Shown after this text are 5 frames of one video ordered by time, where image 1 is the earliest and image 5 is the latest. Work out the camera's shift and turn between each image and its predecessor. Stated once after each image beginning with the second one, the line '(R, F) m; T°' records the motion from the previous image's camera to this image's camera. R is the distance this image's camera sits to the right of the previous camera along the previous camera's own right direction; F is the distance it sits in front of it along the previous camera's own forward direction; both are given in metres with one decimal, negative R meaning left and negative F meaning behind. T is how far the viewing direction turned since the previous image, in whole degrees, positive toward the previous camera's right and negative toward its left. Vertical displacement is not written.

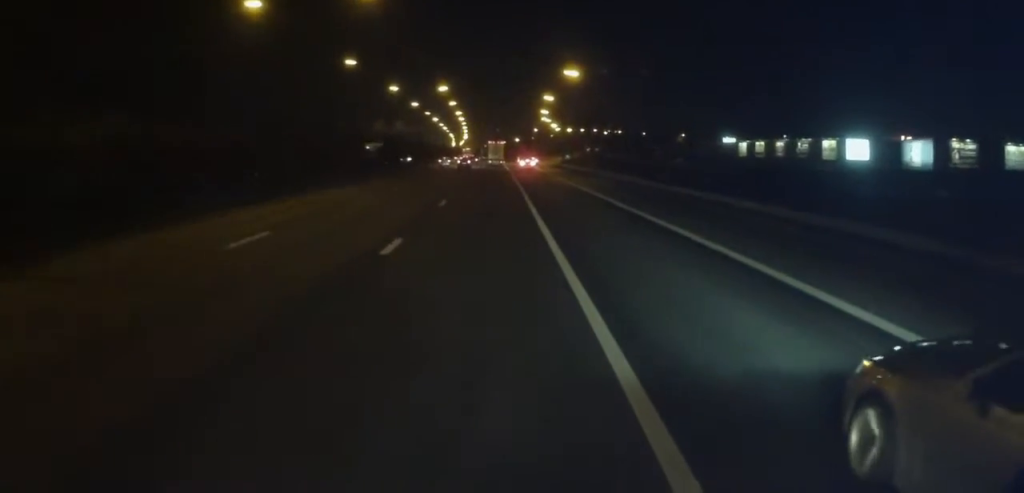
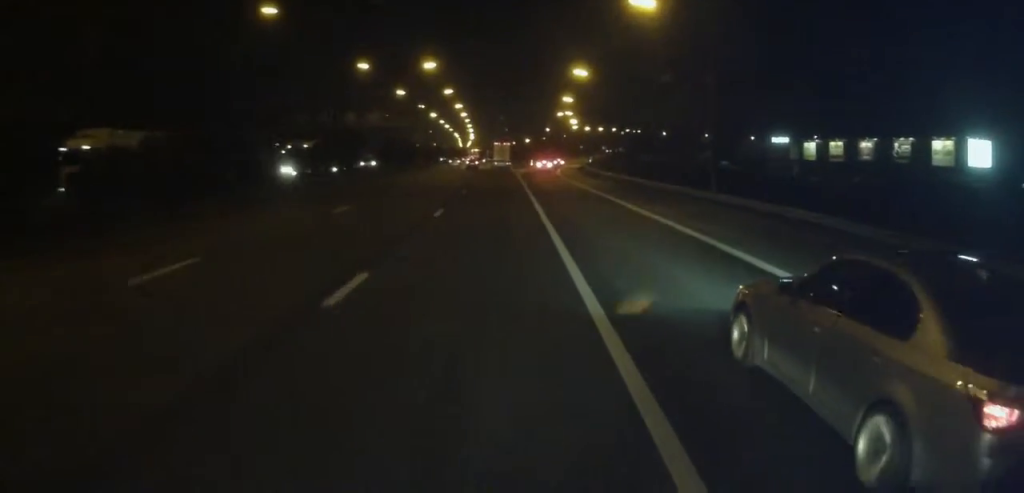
(+0.1, +28.9) m; 0°
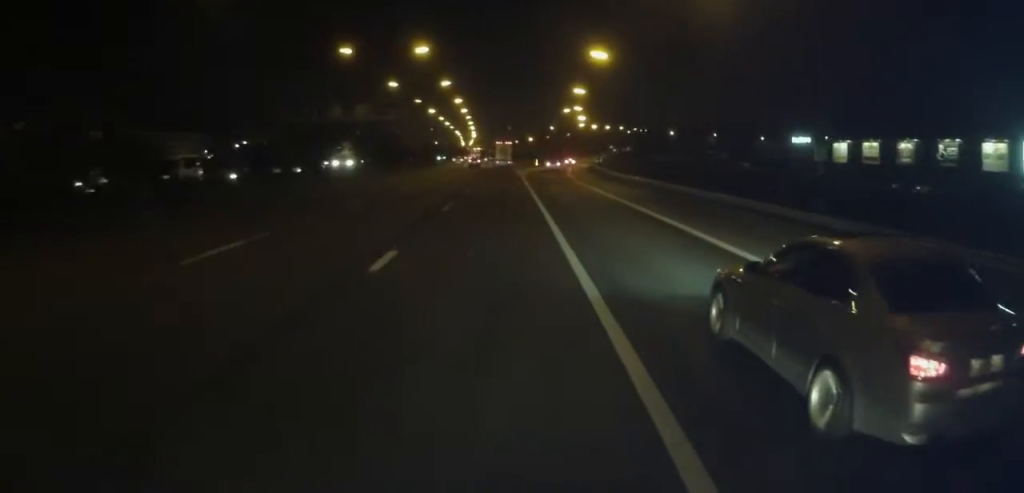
(0.0, +10.1) m; 0°
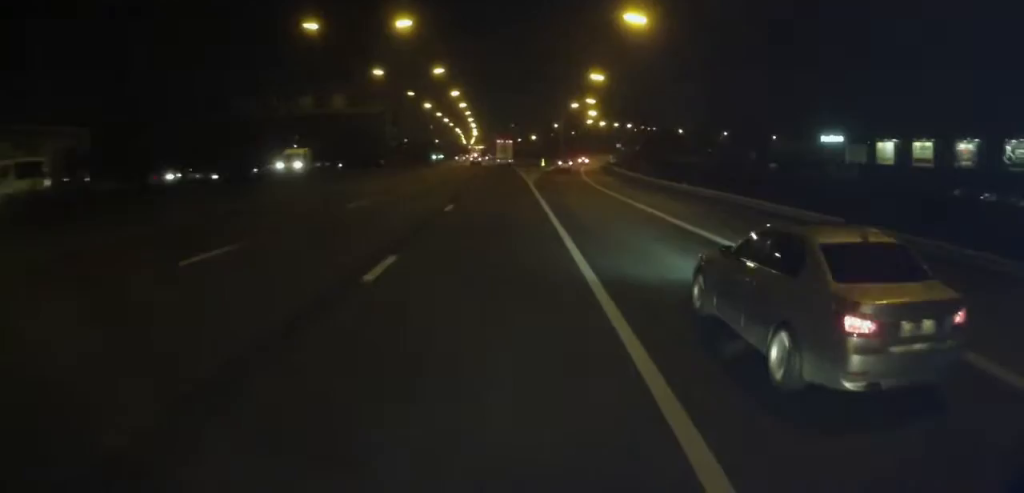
(-0.1, +13.3) m; 0°
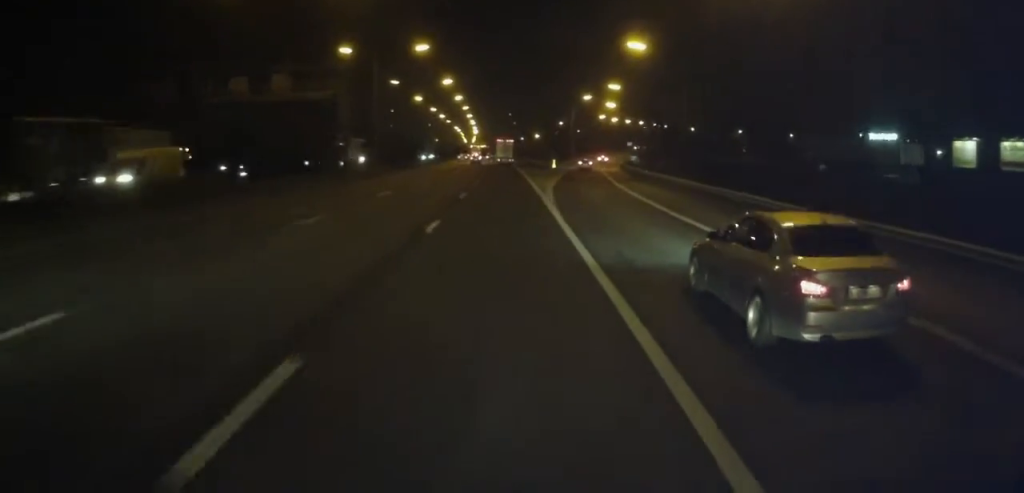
(-0.1, +18.8) m; 0°
